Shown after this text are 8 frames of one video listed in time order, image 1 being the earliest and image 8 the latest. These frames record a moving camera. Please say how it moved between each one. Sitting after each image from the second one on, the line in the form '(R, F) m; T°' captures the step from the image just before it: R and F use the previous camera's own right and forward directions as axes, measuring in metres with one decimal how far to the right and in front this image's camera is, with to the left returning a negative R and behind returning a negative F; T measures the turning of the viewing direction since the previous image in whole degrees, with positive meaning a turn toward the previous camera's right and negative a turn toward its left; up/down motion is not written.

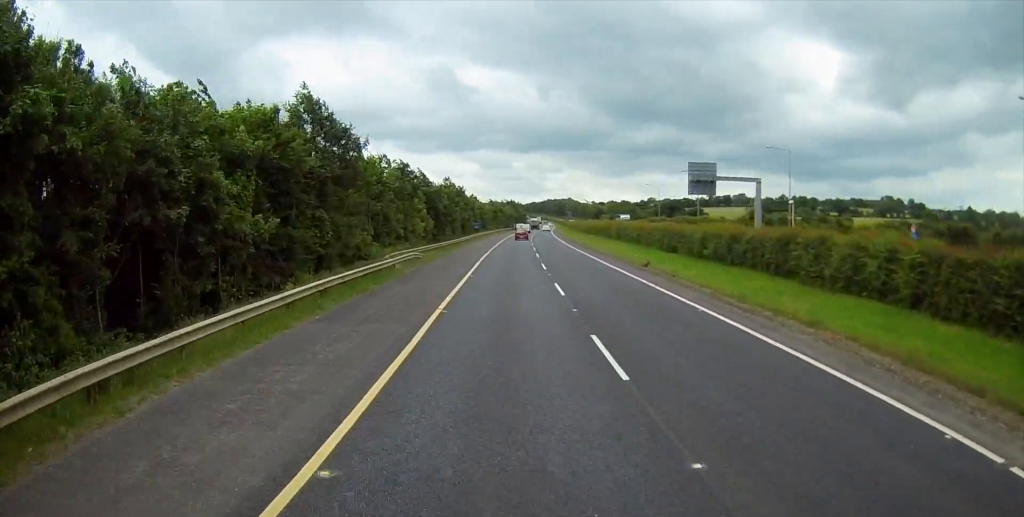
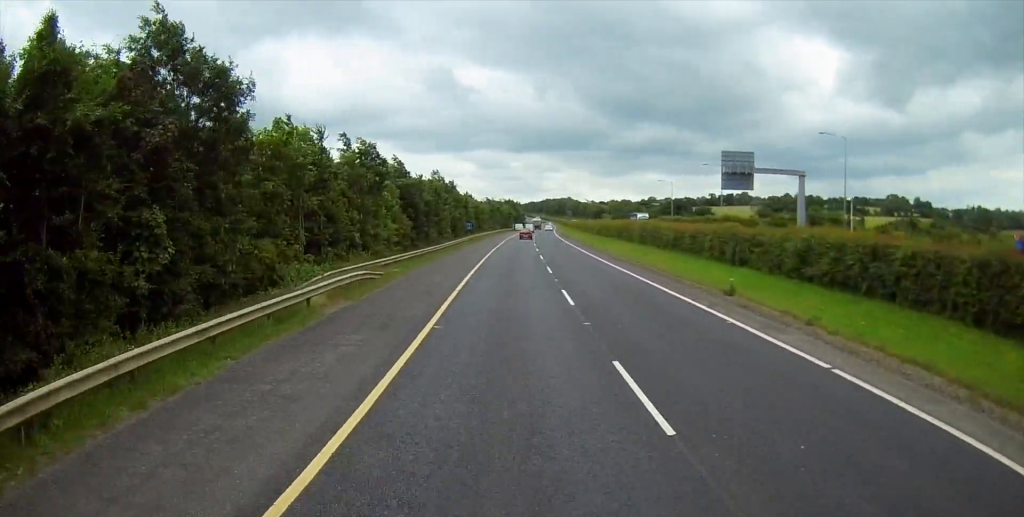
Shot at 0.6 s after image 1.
(0.0, +14.8) m; 0°
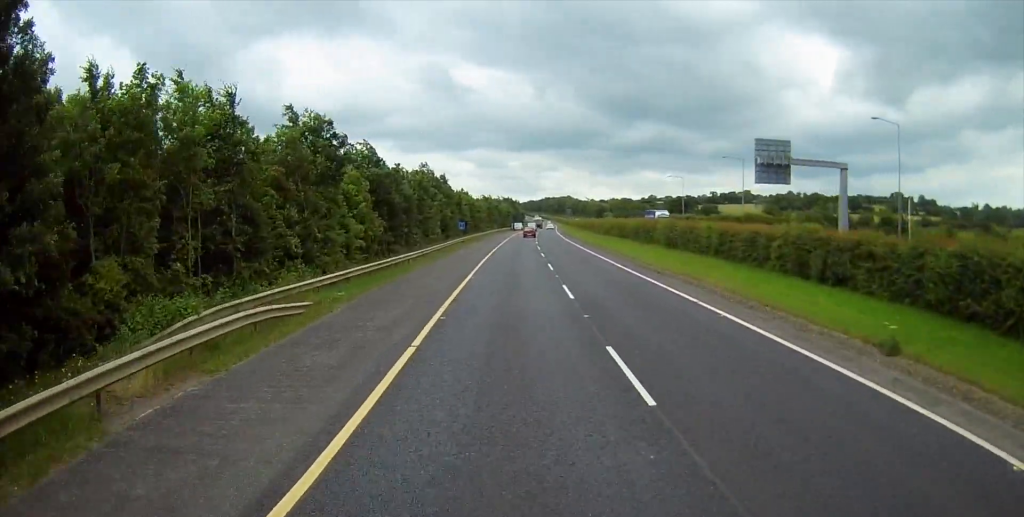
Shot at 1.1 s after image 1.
(0.0, +10.9) m; 0°
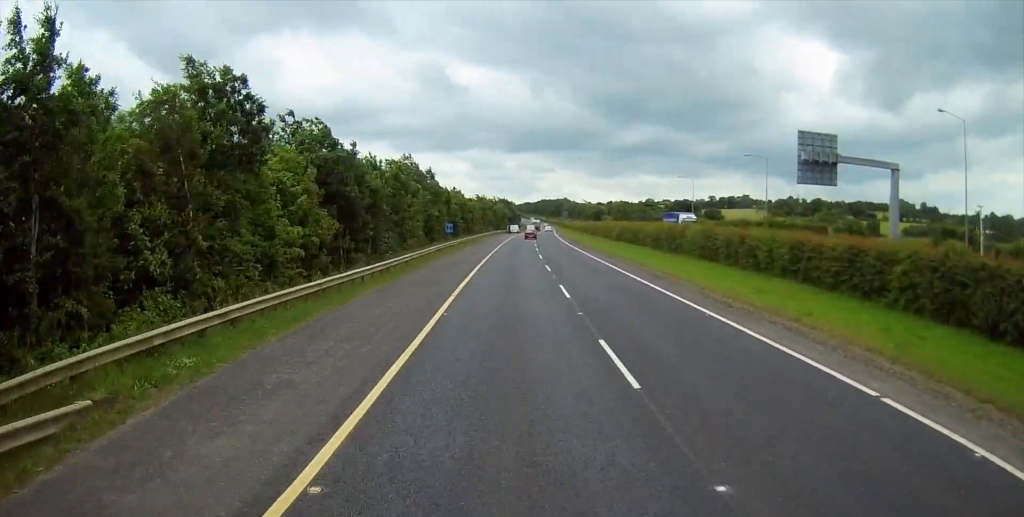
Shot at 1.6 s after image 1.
(-0.1, +10.9) m; 0°
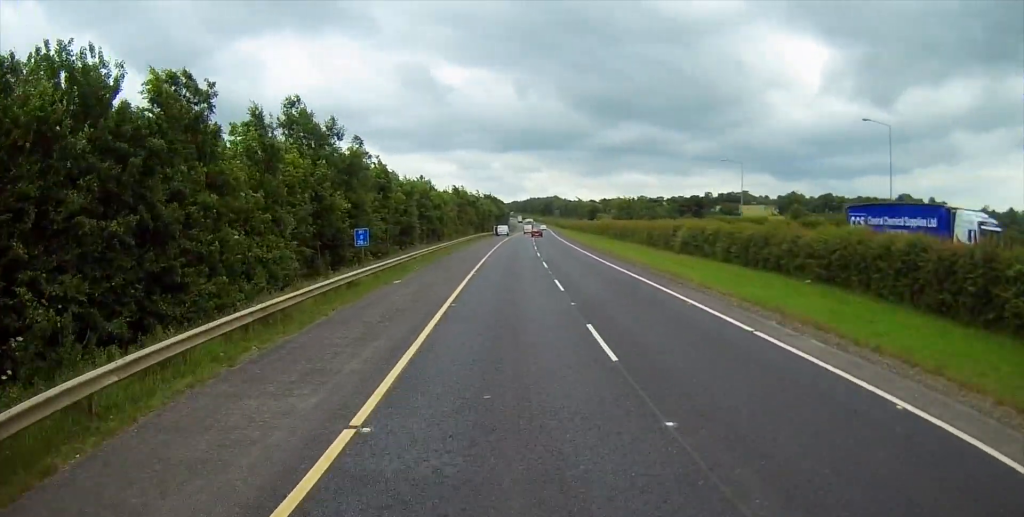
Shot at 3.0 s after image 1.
(+0.5, +34.0) m; +1°
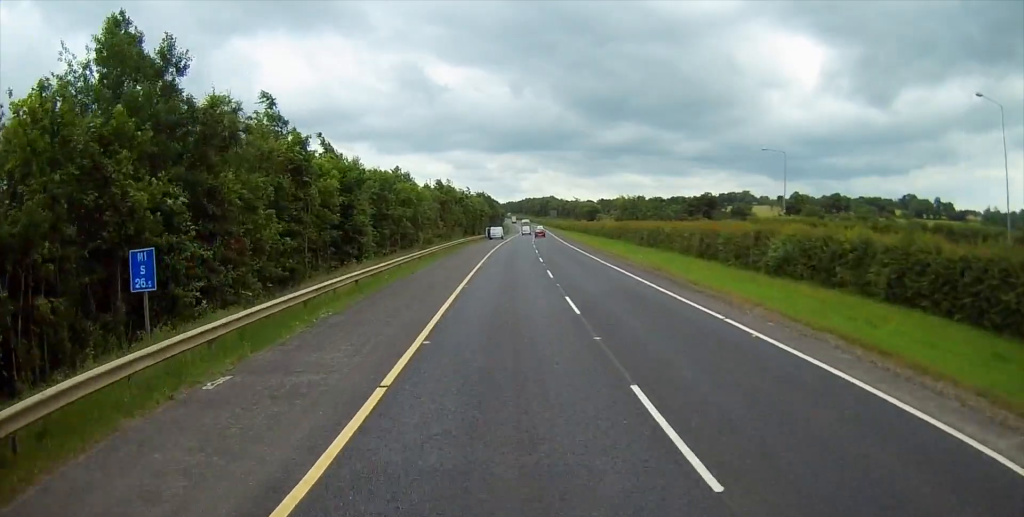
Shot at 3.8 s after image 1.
(-0.1, +17.6) m; 0°
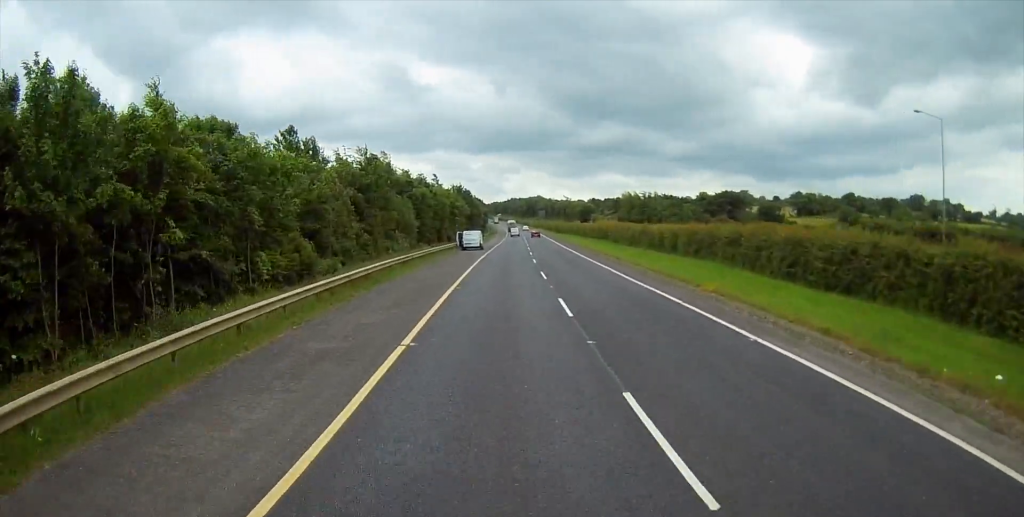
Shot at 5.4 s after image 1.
(+0.4, +36.1) m; +2°
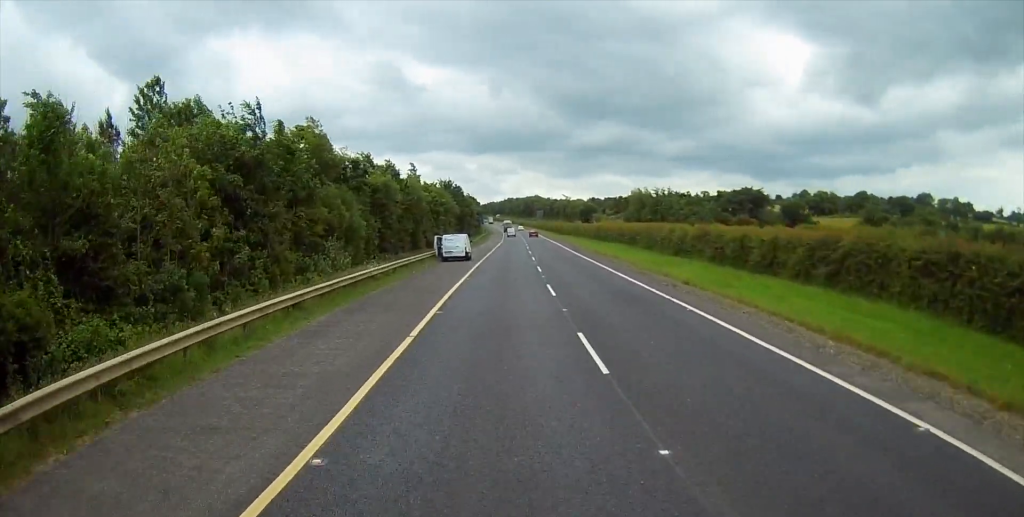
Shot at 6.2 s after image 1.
(+0.2, +18.4) m; +1°
